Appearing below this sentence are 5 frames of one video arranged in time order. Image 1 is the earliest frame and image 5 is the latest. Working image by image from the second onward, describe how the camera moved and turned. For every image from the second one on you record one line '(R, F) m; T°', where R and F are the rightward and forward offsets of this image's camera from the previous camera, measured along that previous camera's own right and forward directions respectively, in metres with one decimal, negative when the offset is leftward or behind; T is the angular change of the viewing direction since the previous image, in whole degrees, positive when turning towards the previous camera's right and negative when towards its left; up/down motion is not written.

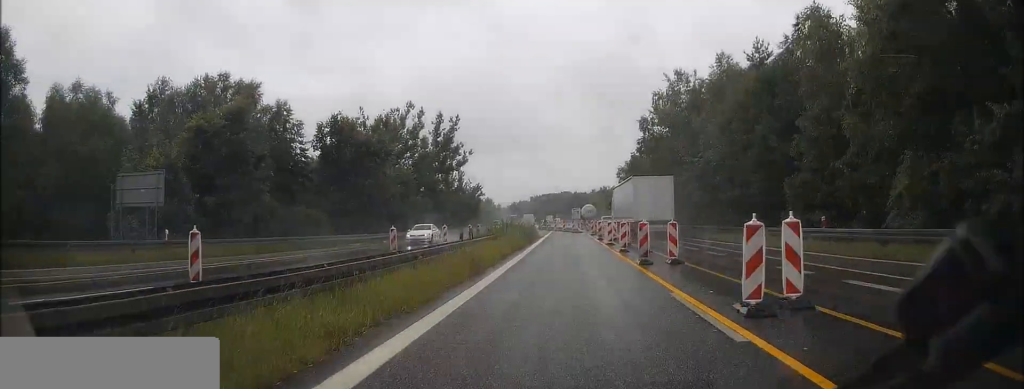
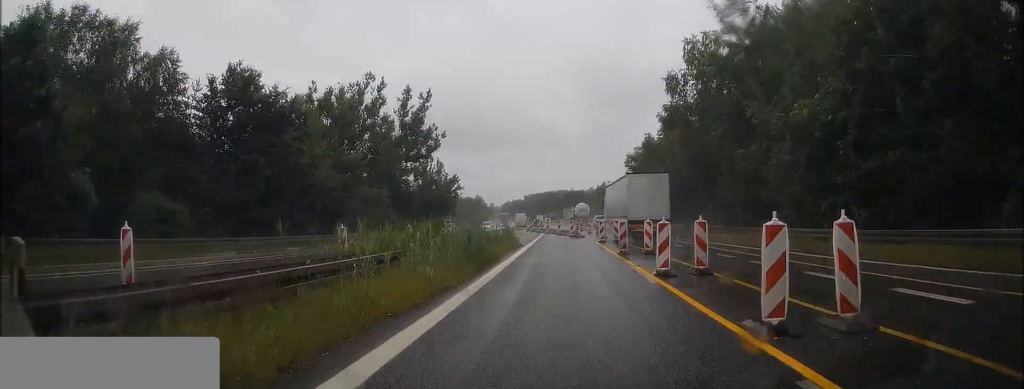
(+0.1, +19.0) m; +1°
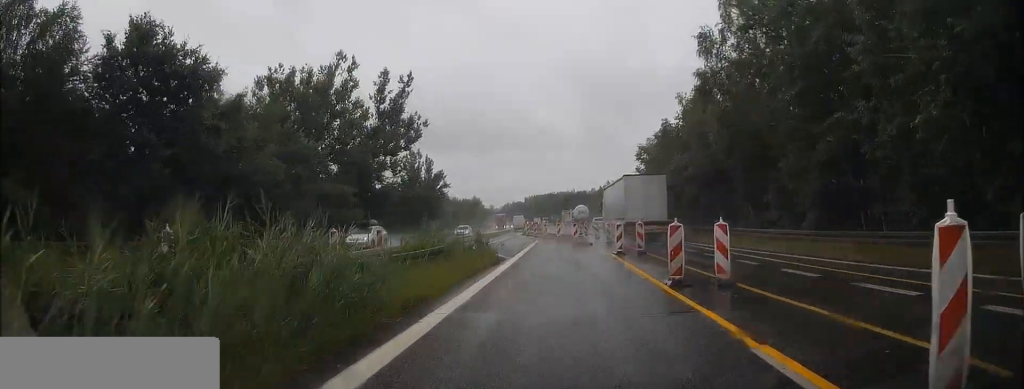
(+0.2, +10.9) m; 0°
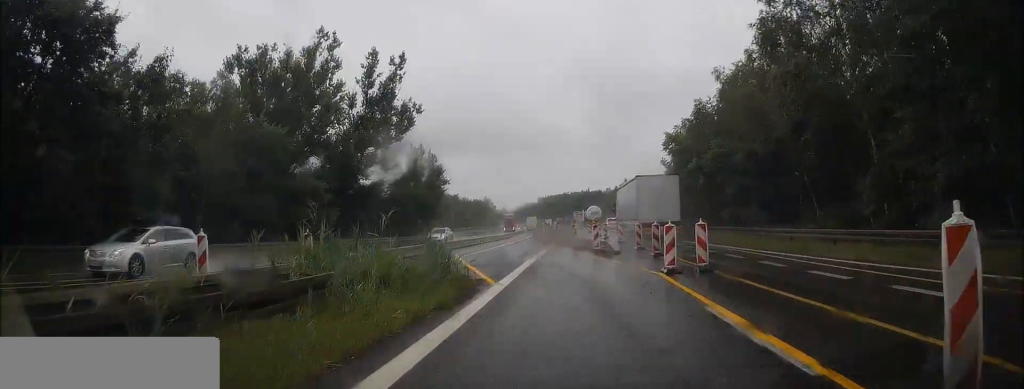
(-0.1, +9.1) m; -1°
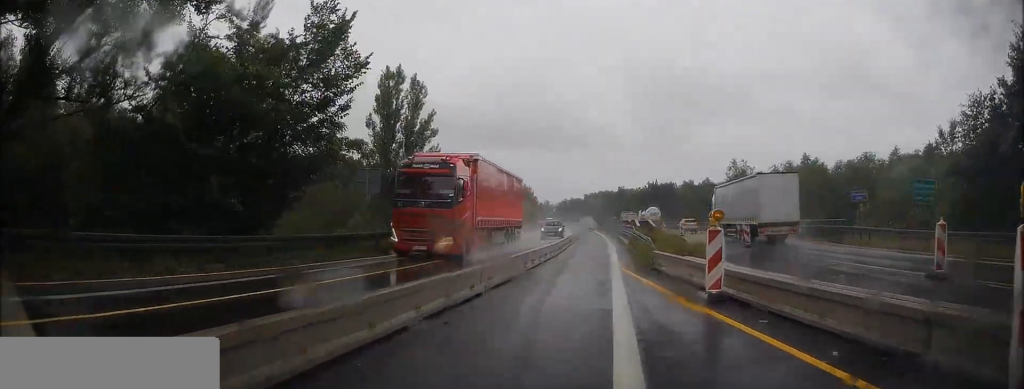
(-3.6, +46.0) m; -4°
